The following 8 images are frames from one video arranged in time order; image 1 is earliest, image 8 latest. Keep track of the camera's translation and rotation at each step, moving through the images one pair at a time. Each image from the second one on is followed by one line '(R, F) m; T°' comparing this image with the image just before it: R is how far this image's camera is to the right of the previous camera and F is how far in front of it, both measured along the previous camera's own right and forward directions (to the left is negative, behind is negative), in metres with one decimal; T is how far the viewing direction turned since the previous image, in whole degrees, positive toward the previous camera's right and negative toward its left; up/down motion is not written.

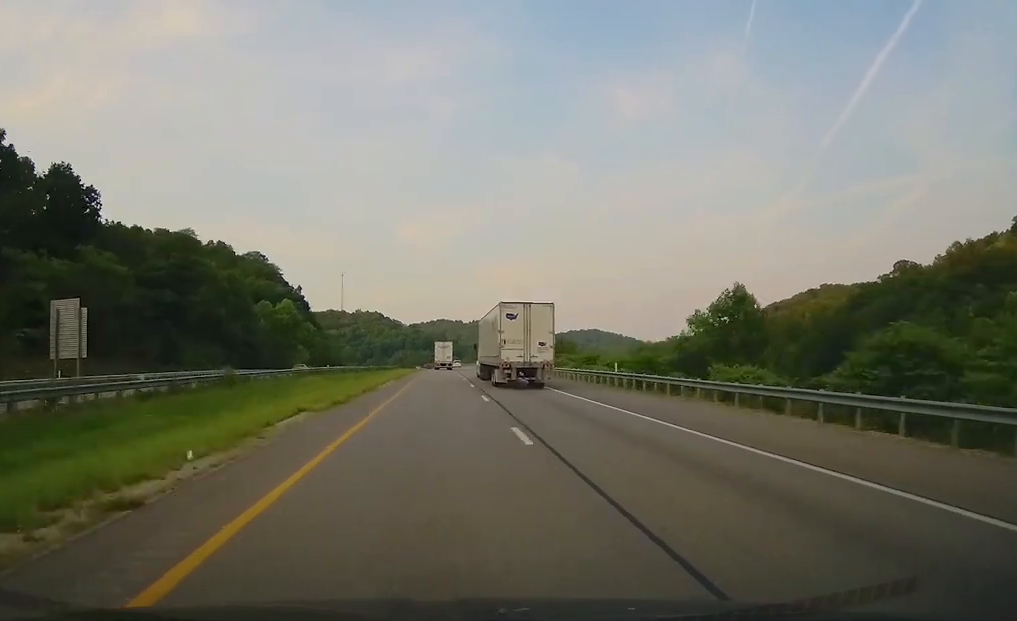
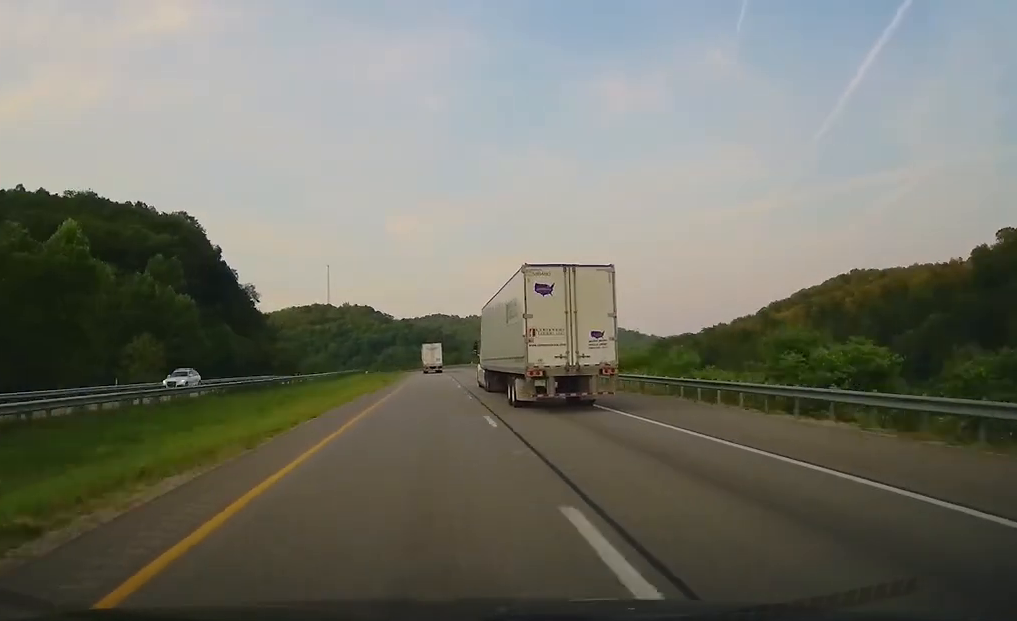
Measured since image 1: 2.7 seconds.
(+0.5, +83.0) m; -1°
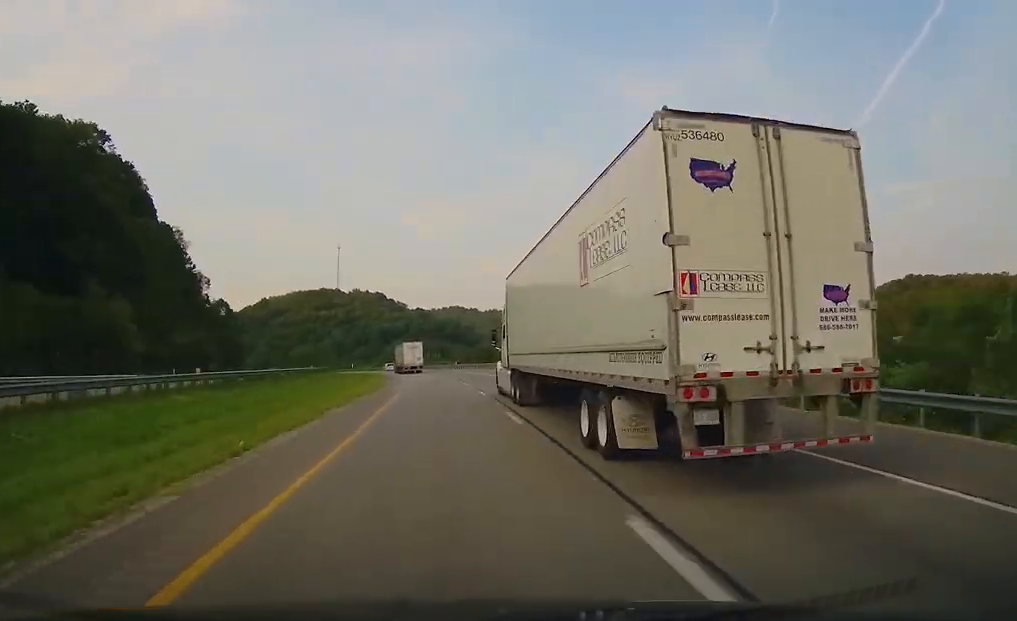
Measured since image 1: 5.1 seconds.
(+1.6, +74.7) m; -3°
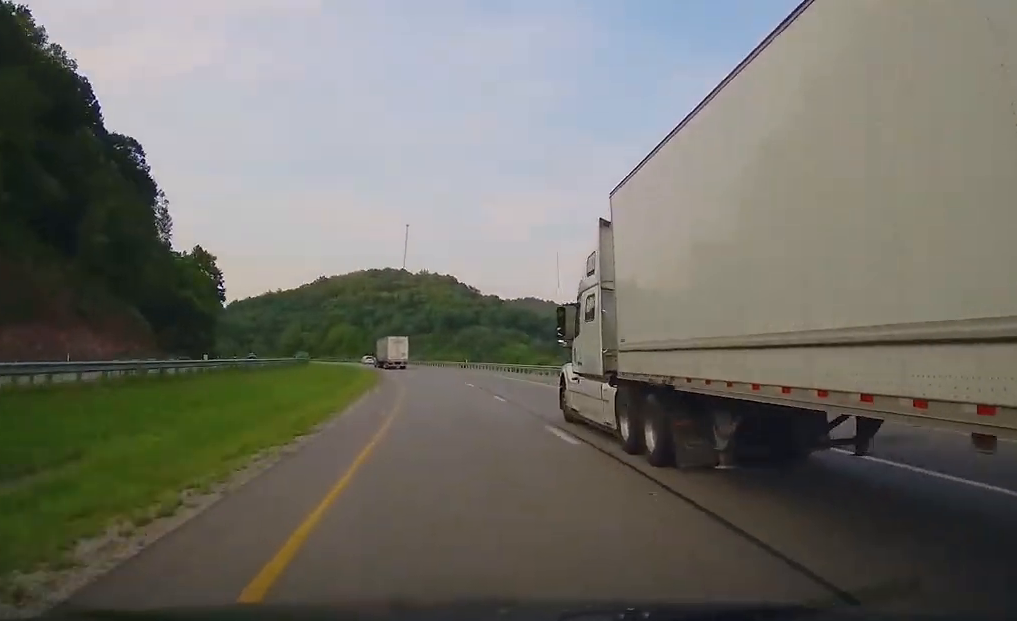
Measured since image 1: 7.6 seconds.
(-5.1, +79.4) m; -7°
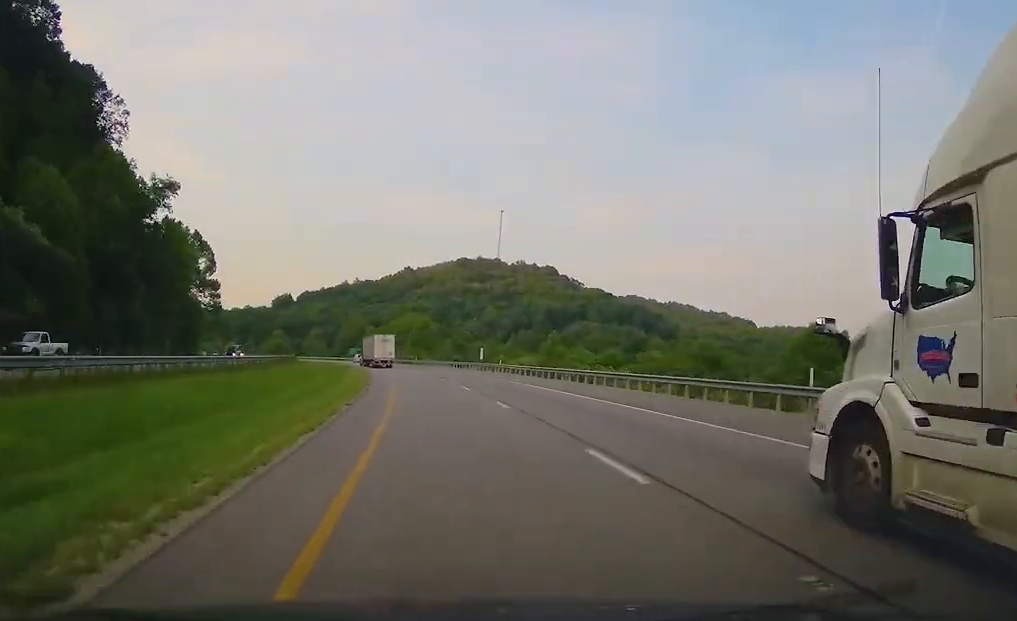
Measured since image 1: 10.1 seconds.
(-4.6, +79.2) m; -8°
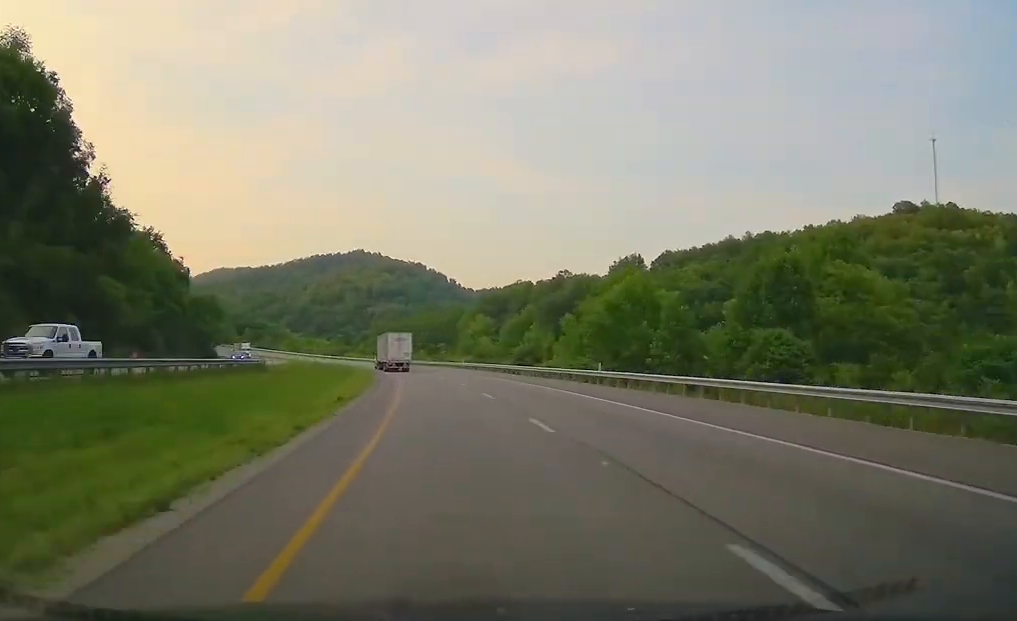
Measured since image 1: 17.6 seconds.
(-54.9, +231.2) m; -28°
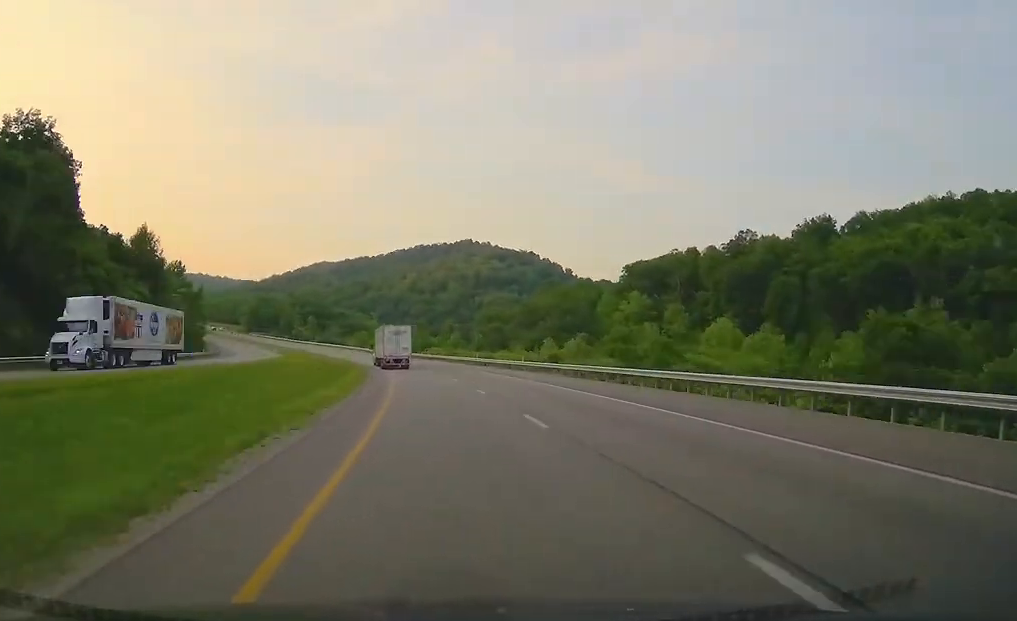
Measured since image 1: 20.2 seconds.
(-7.5, +82.9) m; -10°
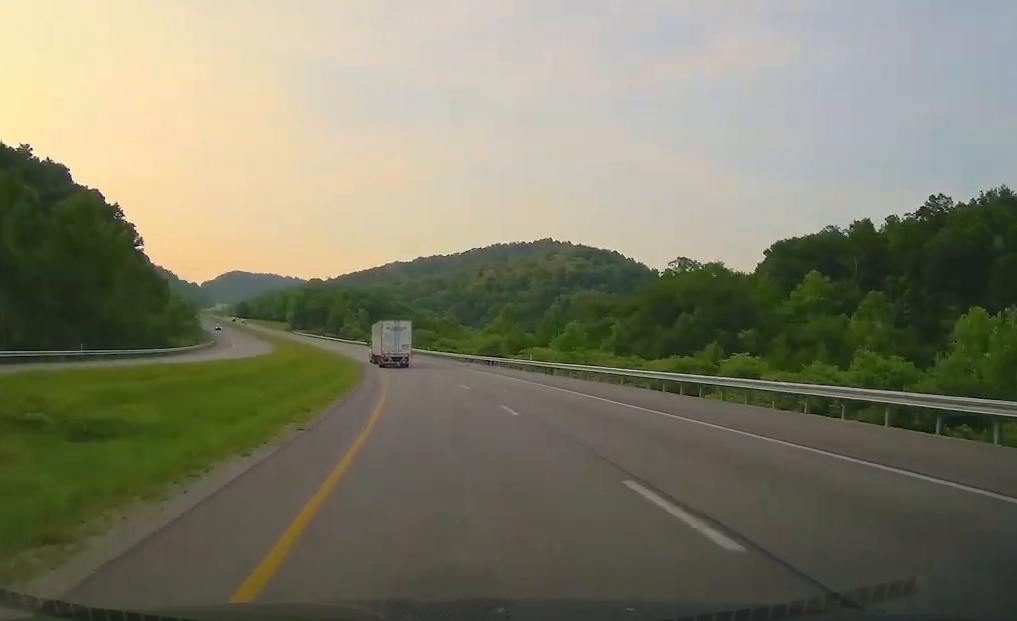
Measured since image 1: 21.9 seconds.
(-3.5, +56.3) m; -6°
